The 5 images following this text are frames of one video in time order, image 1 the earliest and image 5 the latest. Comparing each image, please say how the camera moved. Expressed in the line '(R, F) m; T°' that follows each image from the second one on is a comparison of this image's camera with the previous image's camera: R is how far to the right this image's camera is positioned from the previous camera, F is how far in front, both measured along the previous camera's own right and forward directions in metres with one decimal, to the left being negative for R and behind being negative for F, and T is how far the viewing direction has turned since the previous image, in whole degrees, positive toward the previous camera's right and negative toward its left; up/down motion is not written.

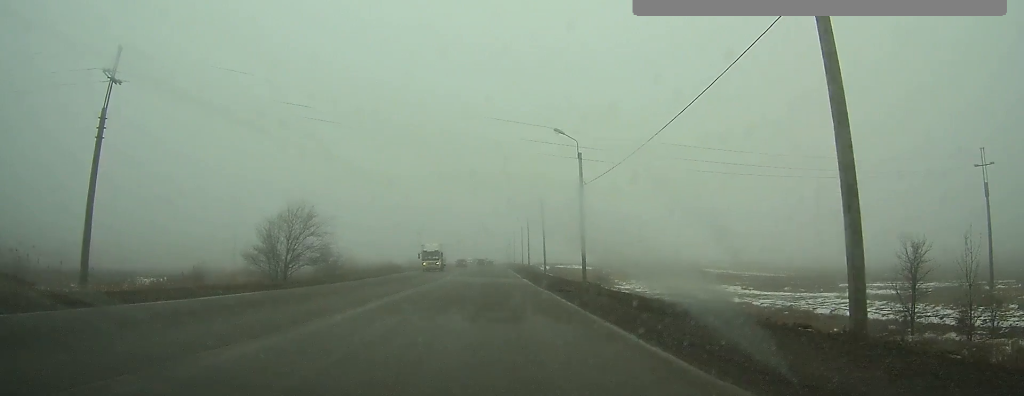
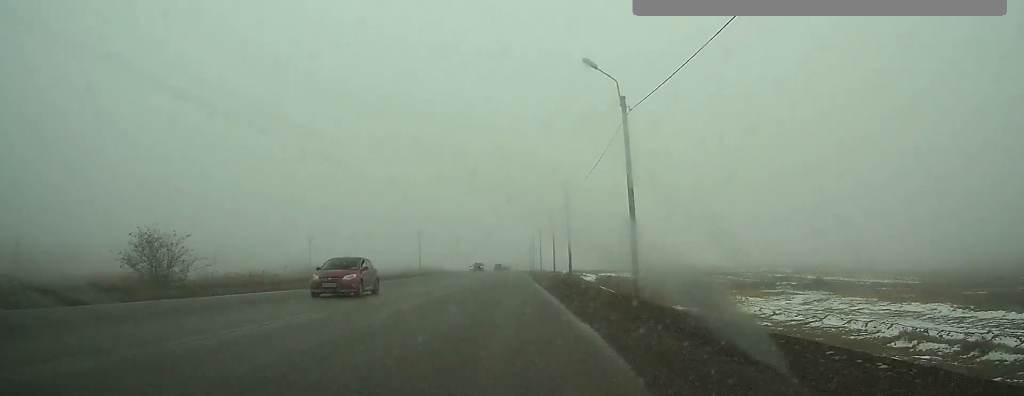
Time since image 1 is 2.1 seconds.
(0.0, +41.6) m; -1°
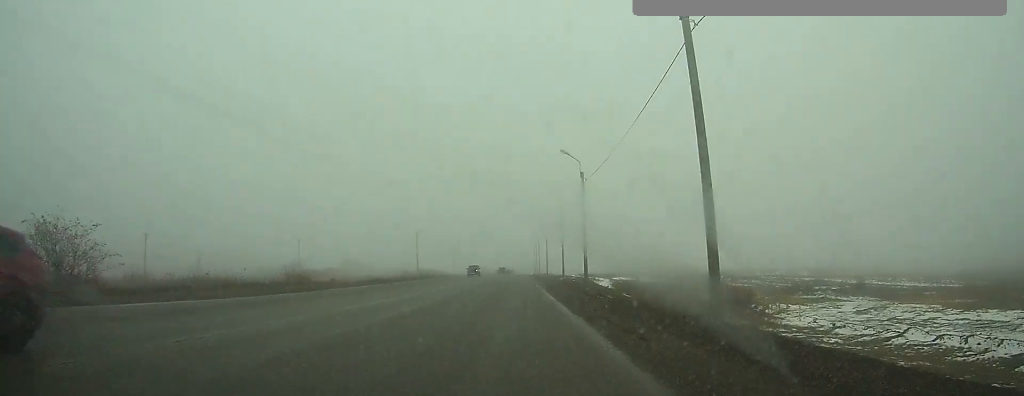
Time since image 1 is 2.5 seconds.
(-0.1, +9.9) m; 0°
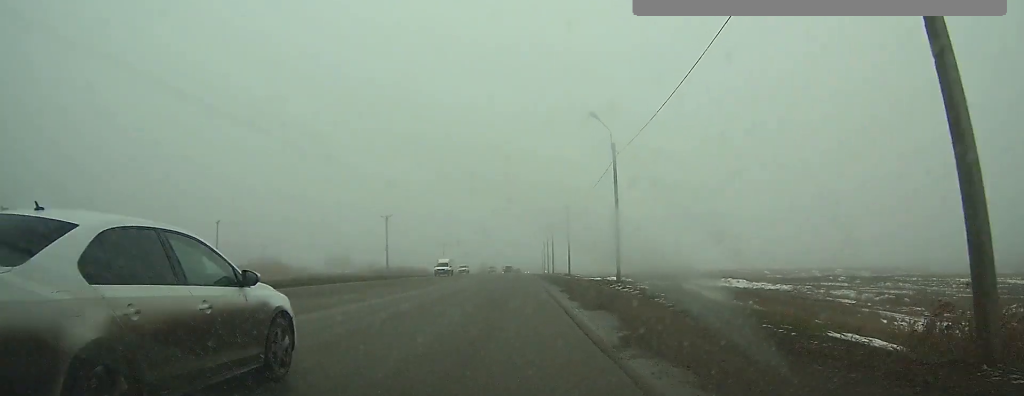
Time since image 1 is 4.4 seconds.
(-0.5, +43.4) m; -1°
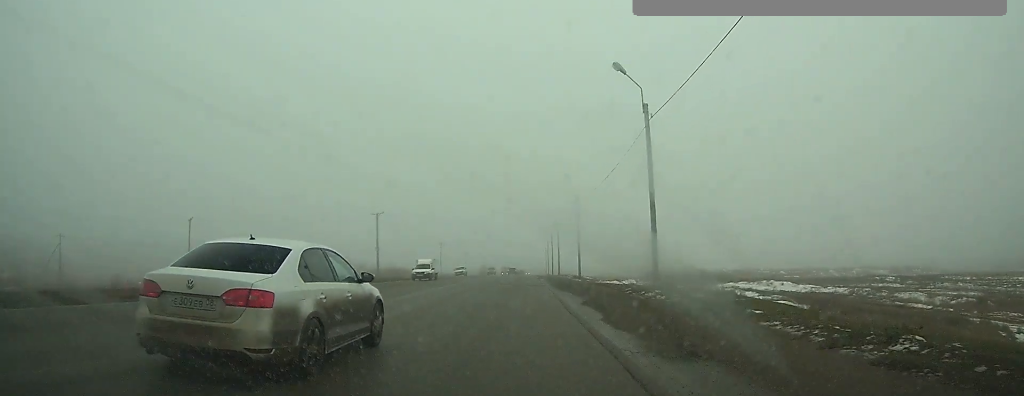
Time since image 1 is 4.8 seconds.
(0.0, +11.0) m; 0°
